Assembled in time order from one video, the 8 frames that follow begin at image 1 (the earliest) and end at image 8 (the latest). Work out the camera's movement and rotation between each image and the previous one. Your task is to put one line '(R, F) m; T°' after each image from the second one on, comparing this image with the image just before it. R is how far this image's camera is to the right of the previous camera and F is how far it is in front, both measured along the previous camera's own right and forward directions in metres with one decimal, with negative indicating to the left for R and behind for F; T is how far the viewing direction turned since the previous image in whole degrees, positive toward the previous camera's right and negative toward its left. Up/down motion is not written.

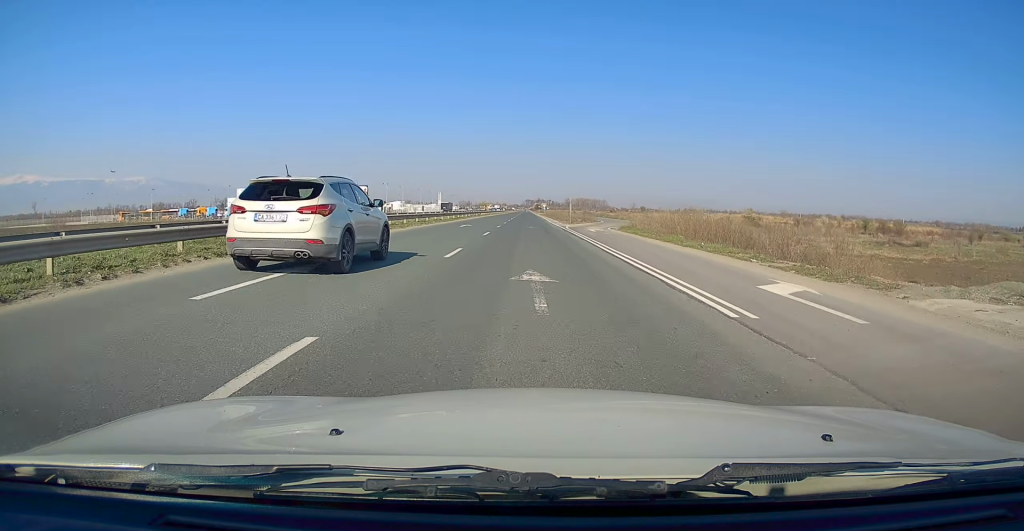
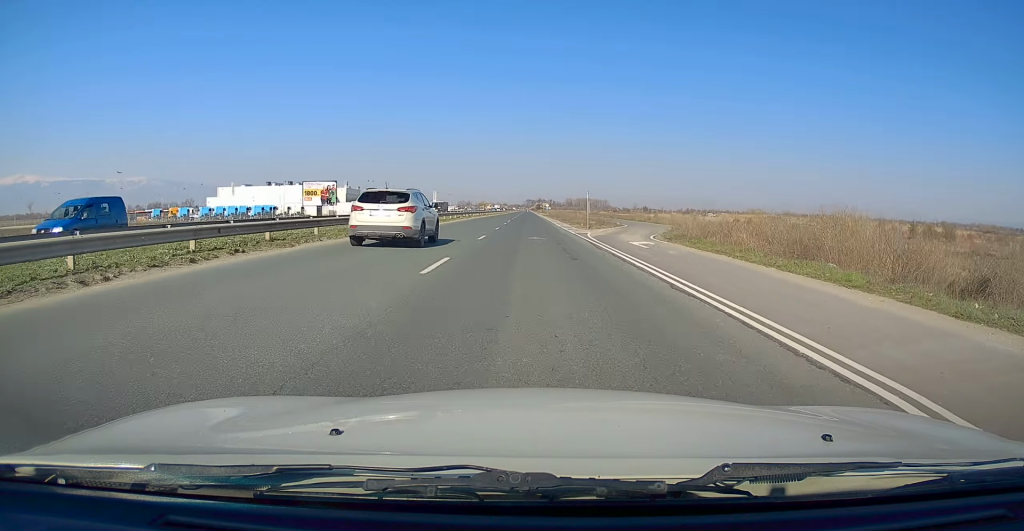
(+0.3, +15.4) m; +1°
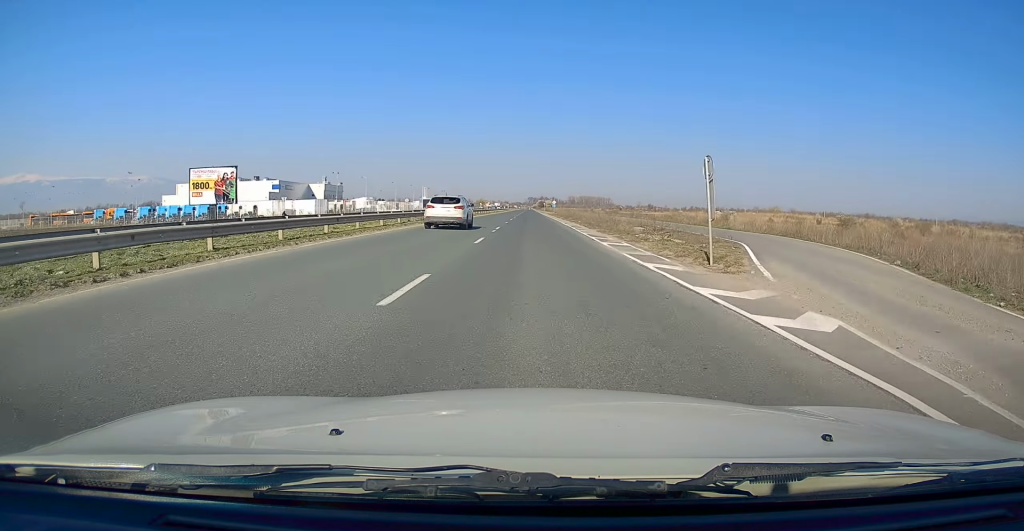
(0.0, +27.4) m; -1°
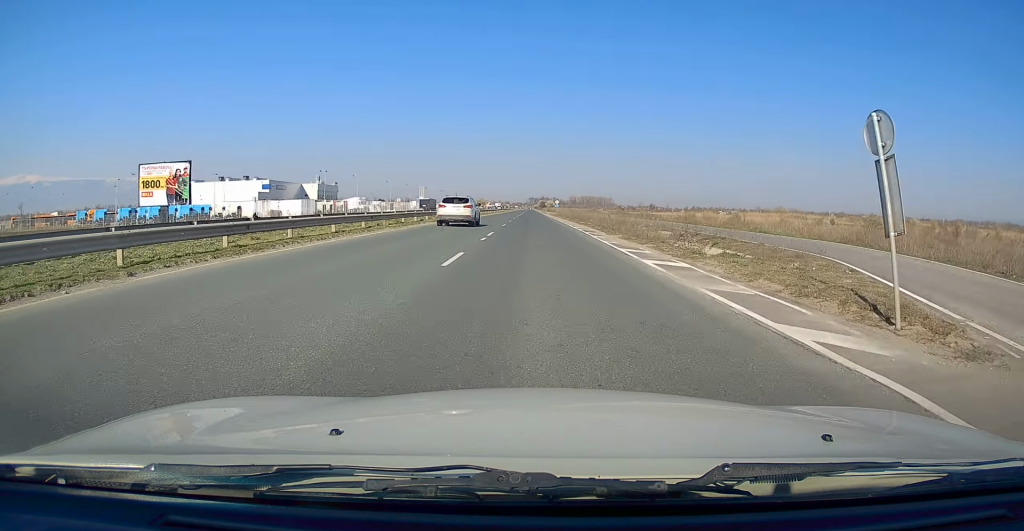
(+0.1, +7.5) m; -1°
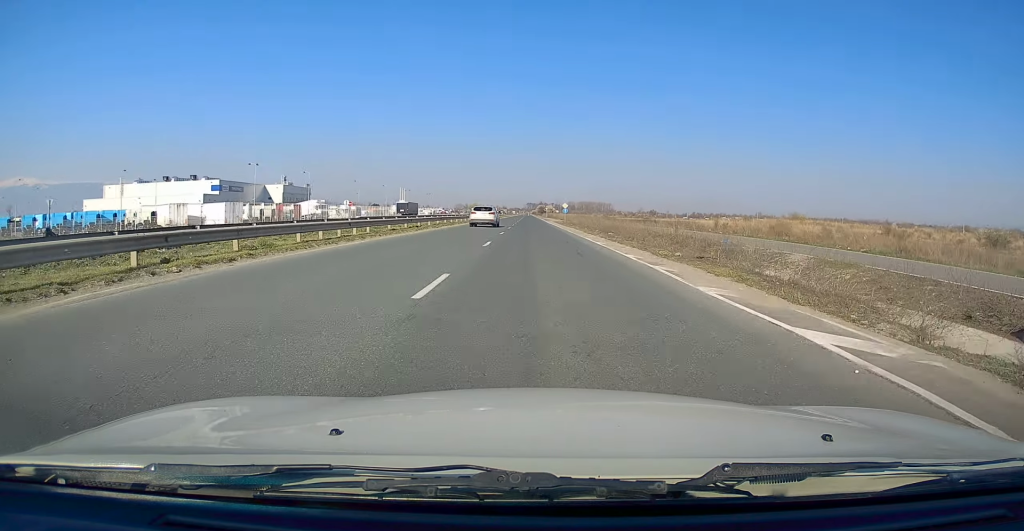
(-0.3, +27.9) m; 0°
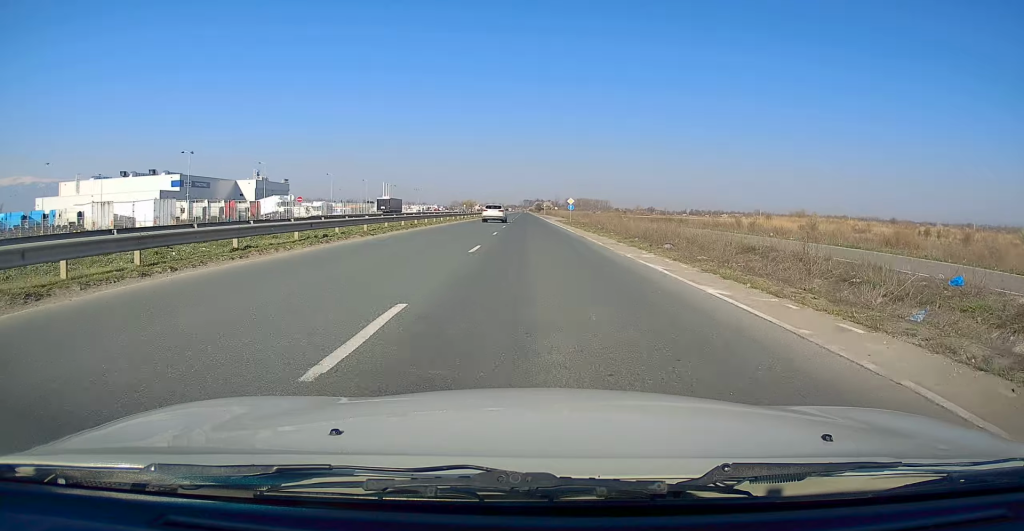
(+0.2, +15.9) m; +1°
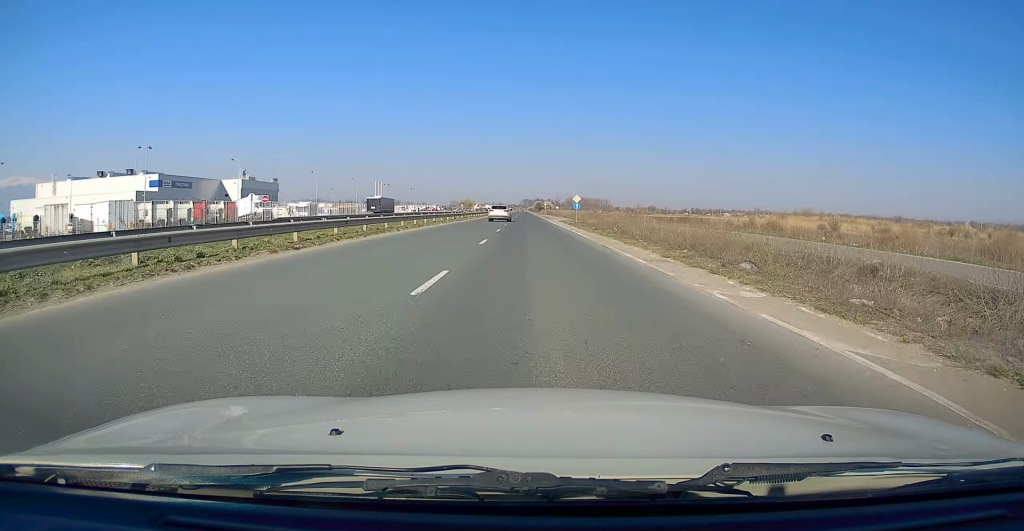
(0.0, +8.0) m; 0°
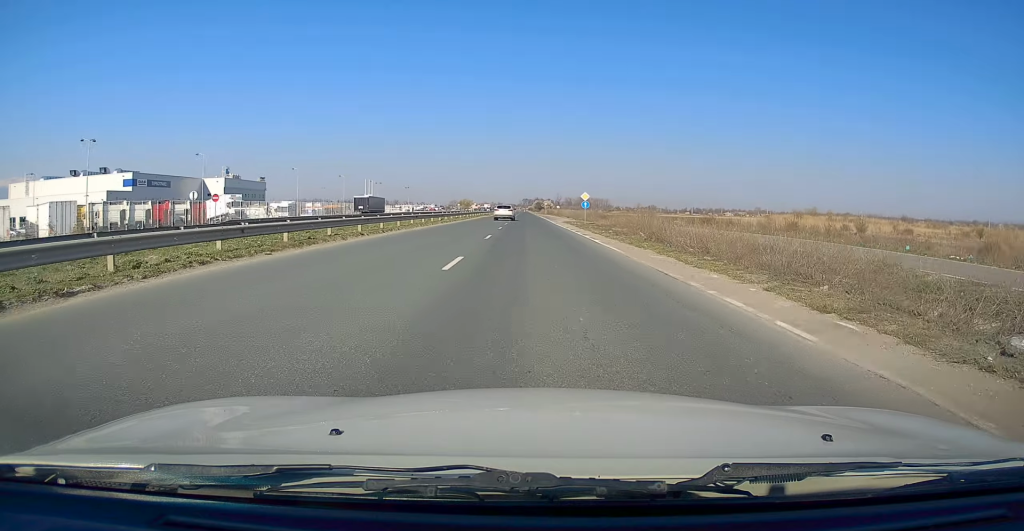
(0.0, +8.6) m; 0°
